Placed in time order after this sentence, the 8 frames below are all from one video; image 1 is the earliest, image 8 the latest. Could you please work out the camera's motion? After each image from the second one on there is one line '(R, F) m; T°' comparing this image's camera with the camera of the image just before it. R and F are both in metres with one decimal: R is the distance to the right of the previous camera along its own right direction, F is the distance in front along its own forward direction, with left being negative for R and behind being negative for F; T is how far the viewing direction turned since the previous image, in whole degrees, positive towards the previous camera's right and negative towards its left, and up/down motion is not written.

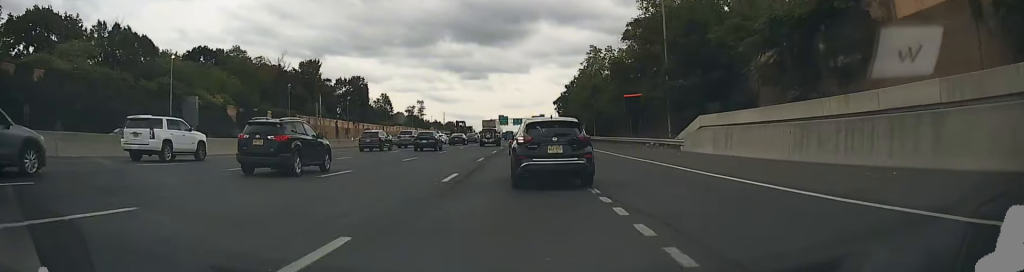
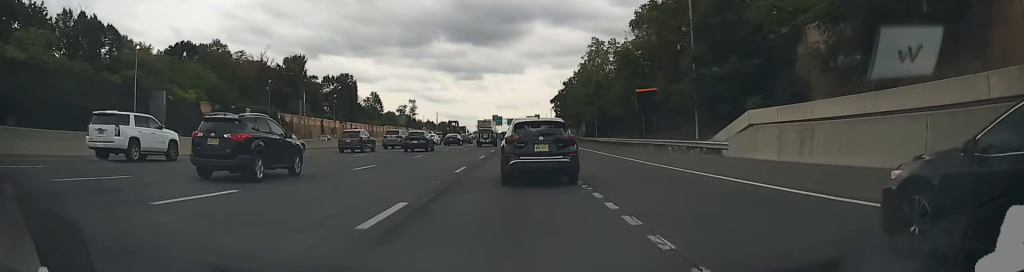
(-0.1, +9.3) m; 0°
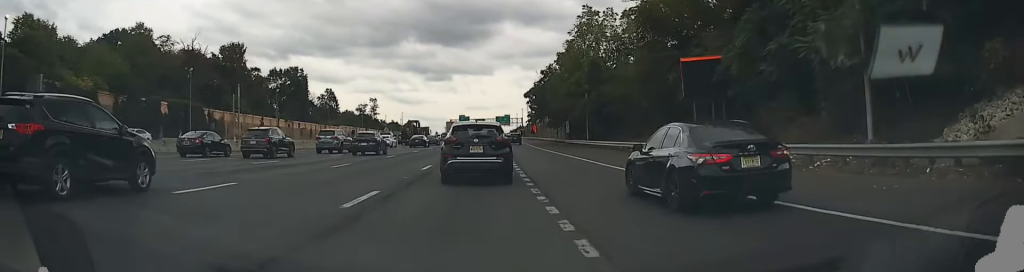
(+0.2, +23.1) m; +2°
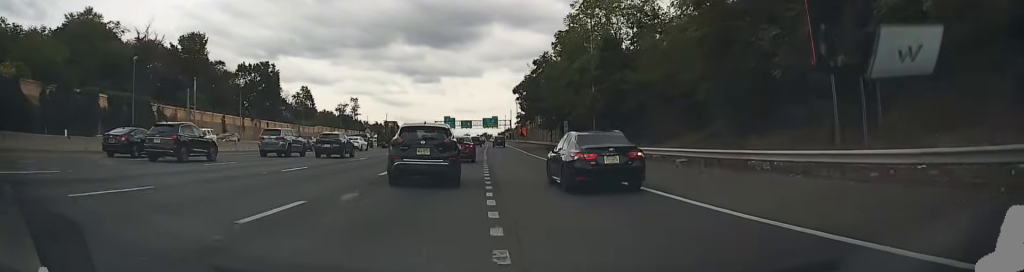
(+0.2, +13.1) m; +1°
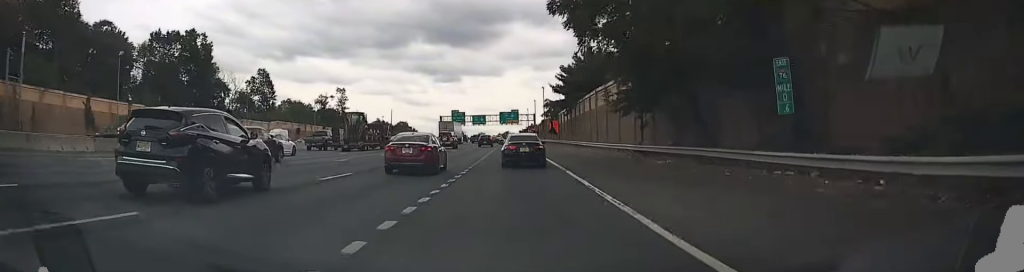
(+0.4, +49.7) m; +1°
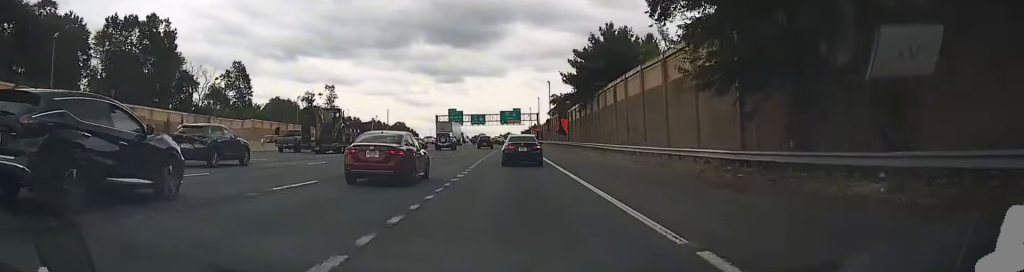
(0.0, +15.4) m; 0°
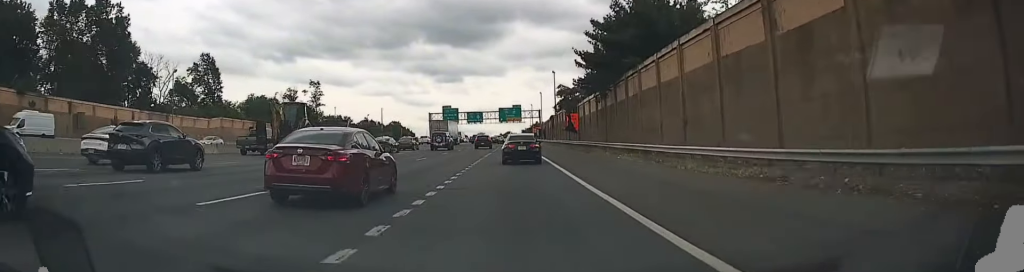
(0.0, +14.1) m; -1°
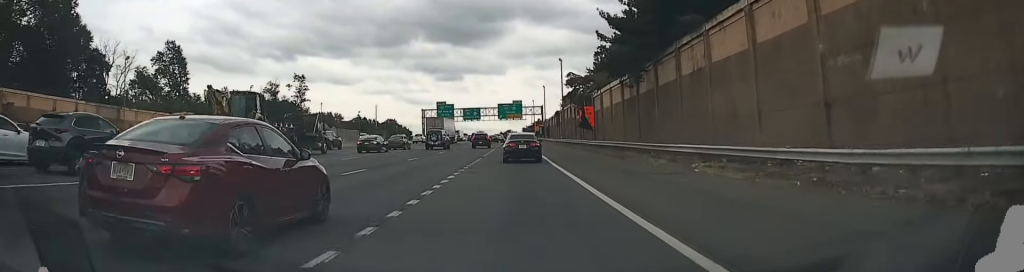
(-0.1, +13.1) m; -1°
